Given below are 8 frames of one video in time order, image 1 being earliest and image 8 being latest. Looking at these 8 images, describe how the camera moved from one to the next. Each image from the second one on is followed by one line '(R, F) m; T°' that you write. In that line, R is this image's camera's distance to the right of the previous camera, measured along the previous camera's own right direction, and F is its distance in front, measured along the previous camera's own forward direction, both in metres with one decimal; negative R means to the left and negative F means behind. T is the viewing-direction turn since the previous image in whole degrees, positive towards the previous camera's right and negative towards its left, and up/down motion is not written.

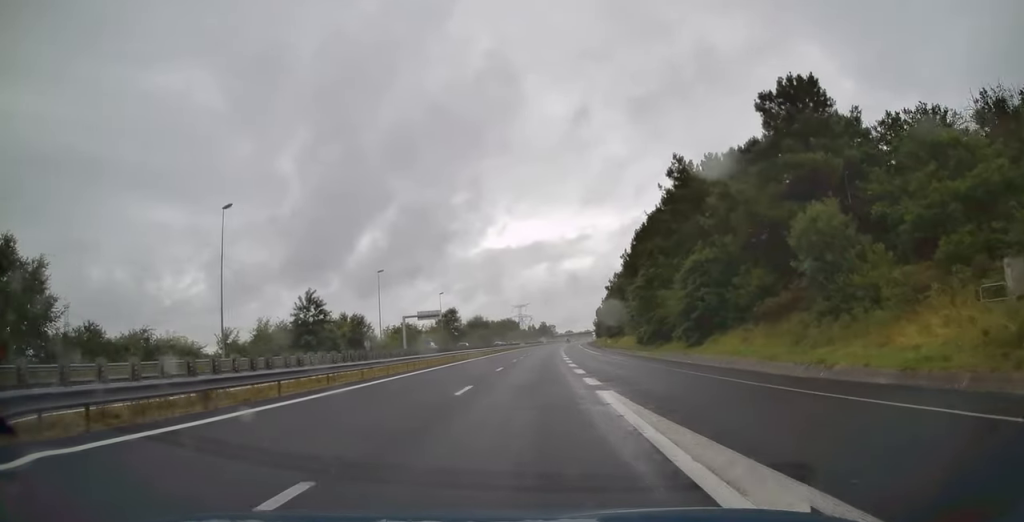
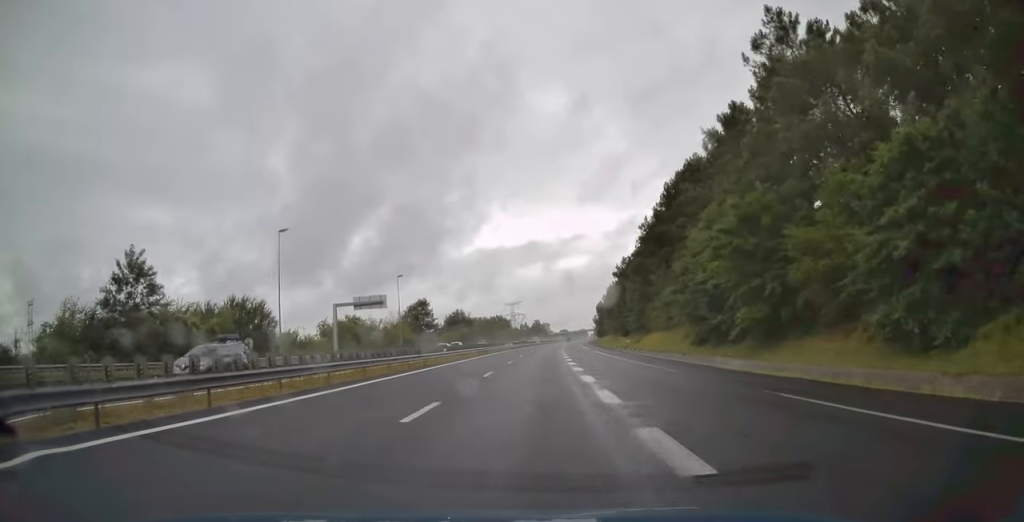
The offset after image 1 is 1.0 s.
(+0.4, +31.6) m; +1°
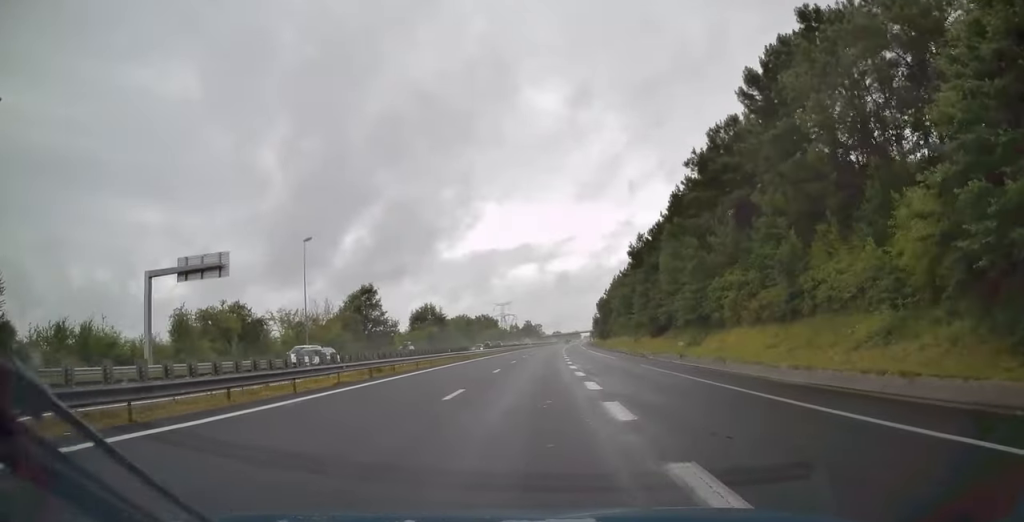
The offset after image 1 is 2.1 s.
(0.0, +34.8) m; +1°
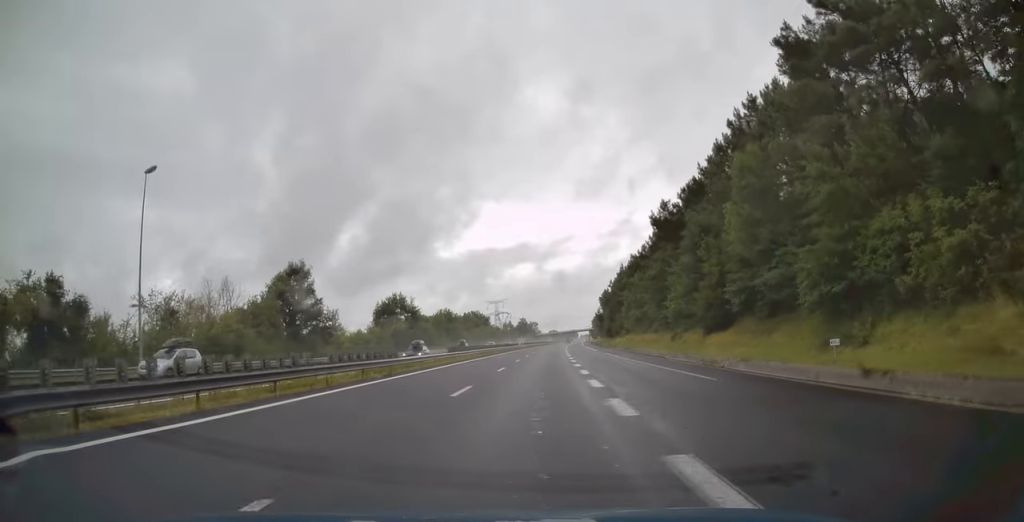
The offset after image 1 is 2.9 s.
(+0.3, +25.7) m; 0°
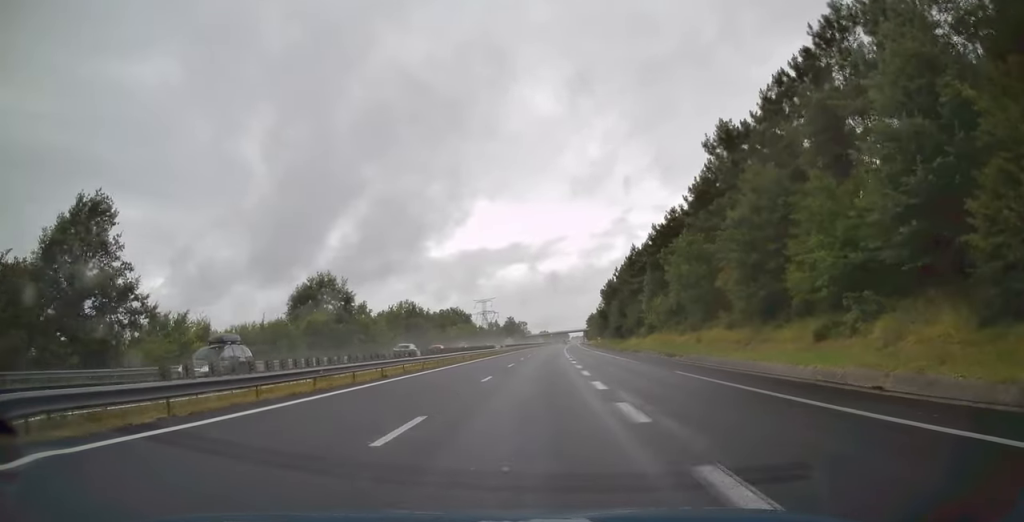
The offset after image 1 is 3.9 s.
(-0.1, +33.1) m; 0°
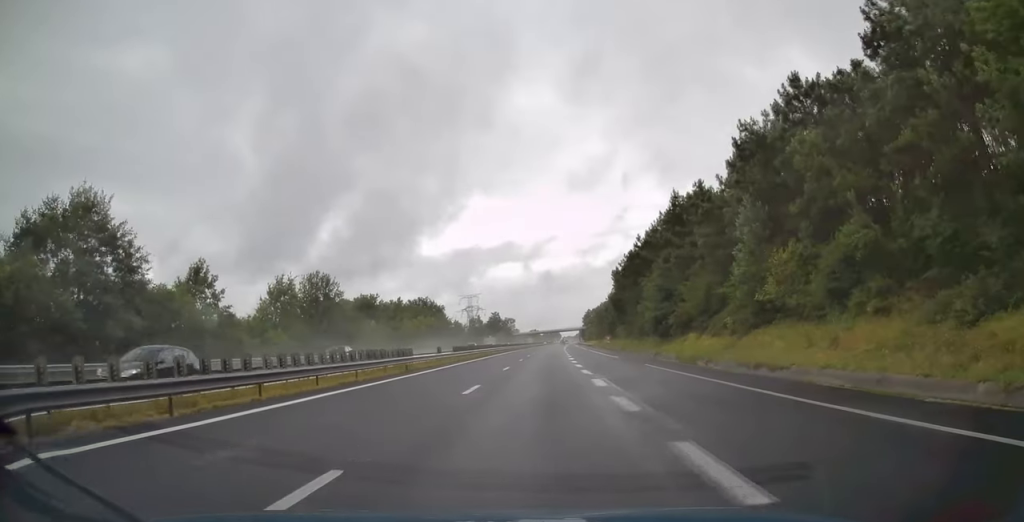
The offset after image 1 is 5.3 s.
(+0.6, +43.9) m; +1°
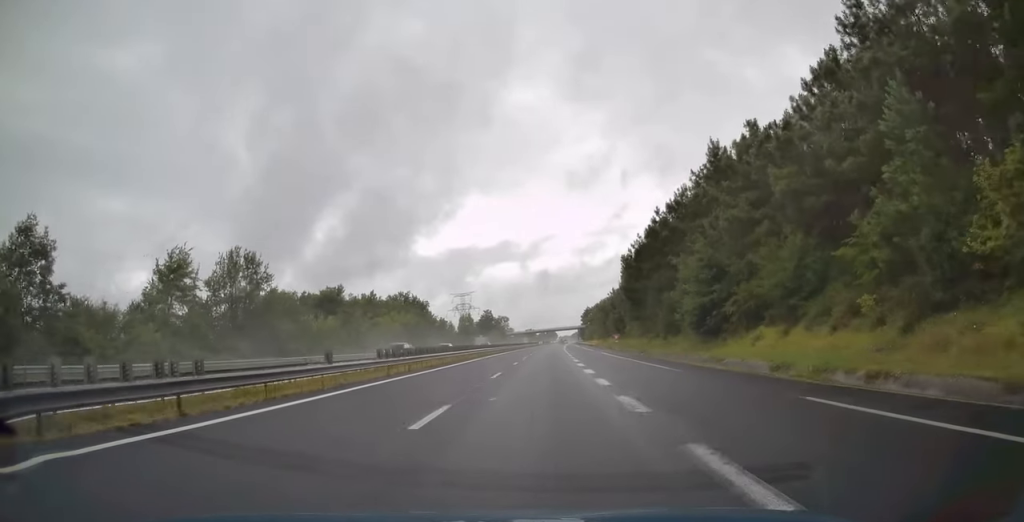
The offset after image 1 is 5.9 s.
(+0.1, +19.8) m; 0°
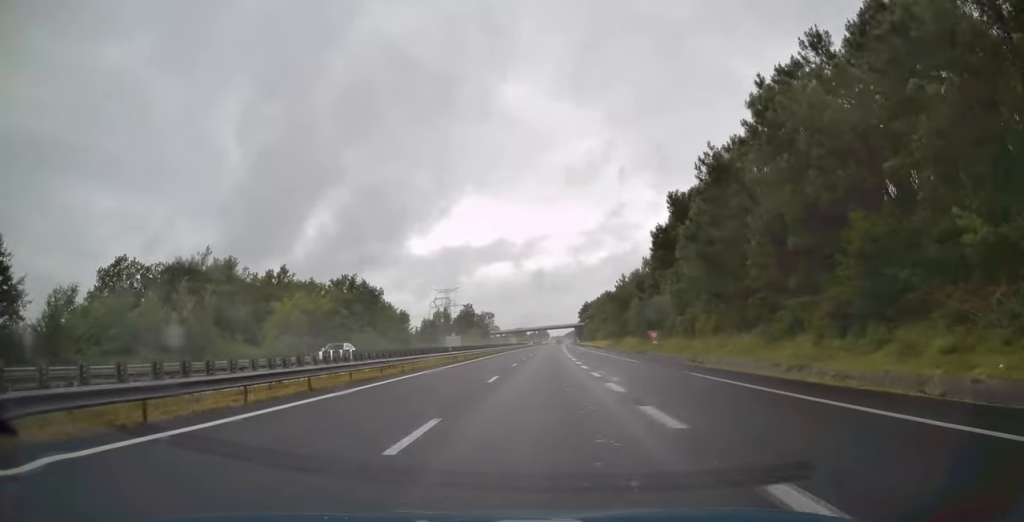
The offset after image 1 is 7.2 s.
(+0.1, +41.2) m; 0°
